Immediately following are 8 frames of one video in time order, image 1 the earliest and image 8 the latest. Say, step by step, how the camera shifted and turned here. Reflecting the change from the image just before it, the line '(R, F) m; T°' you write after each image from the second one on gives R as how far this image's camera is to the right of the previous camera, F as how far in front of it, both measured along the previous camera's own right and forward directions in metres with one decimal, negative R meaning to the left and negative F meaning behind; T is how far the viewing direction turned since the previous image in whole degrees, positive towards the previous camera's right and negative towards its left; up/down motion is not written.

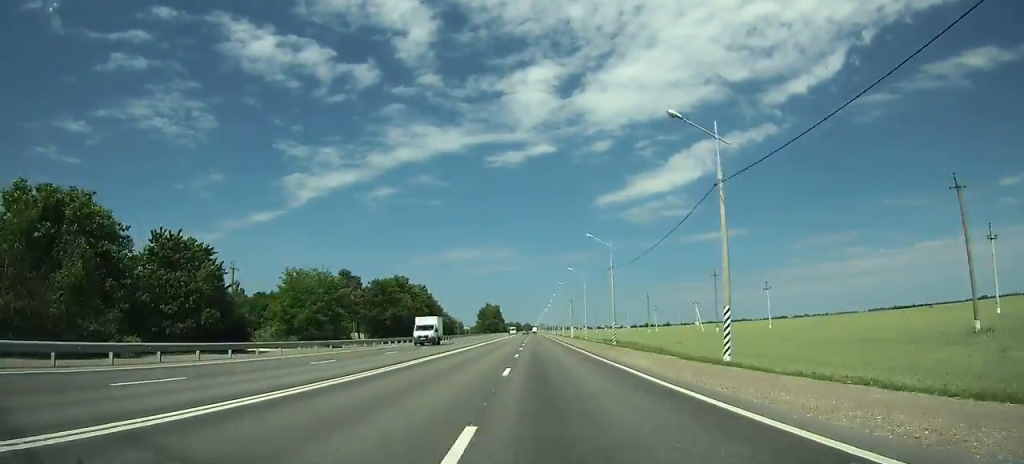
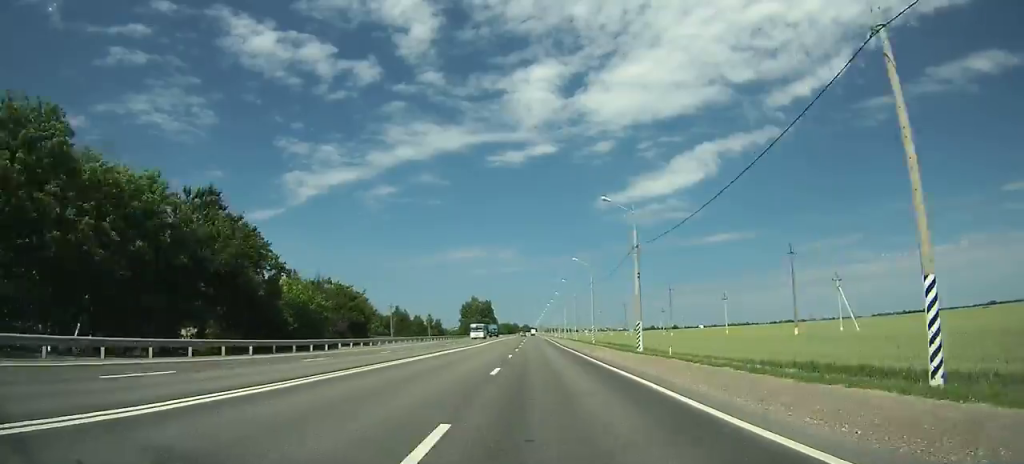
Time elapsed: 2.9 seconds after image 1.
(-0.1, +69.1) m; 0°
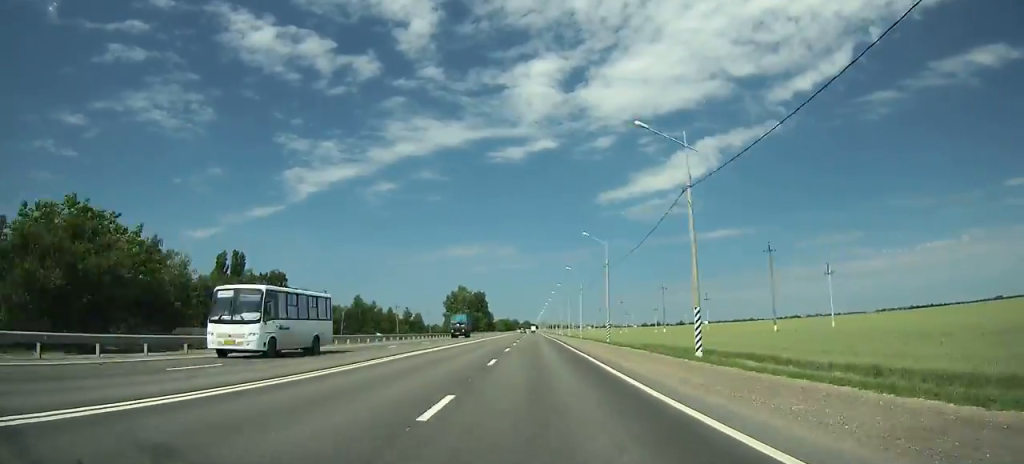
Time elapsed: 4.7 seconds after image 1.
(0.0, +44.2) m; 0°
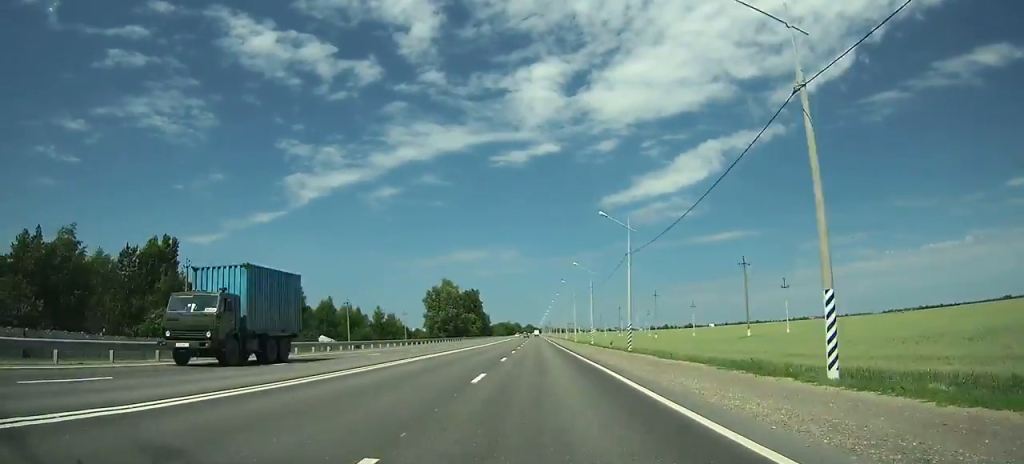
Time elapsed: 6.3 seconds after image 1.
(+0.1, +40.7) m; 0°
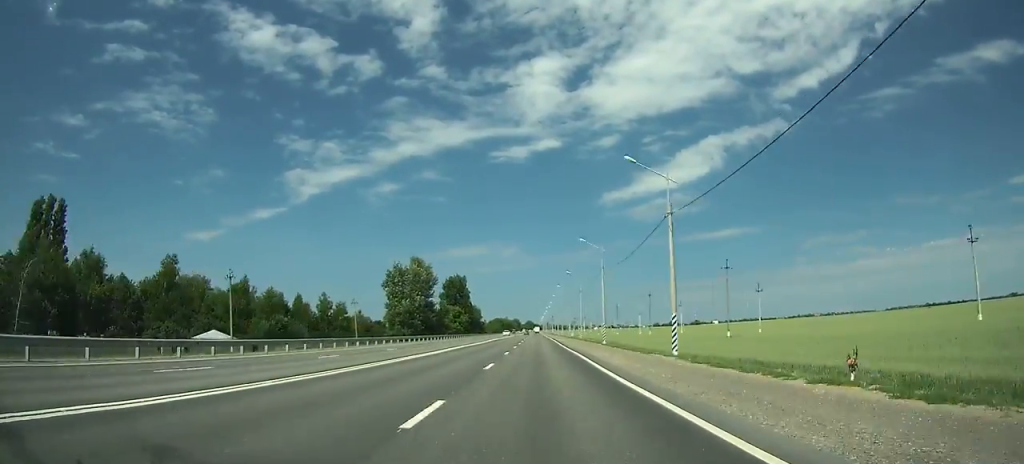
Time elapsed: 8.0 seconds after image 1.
(-0.1, +45.5) m; 0°
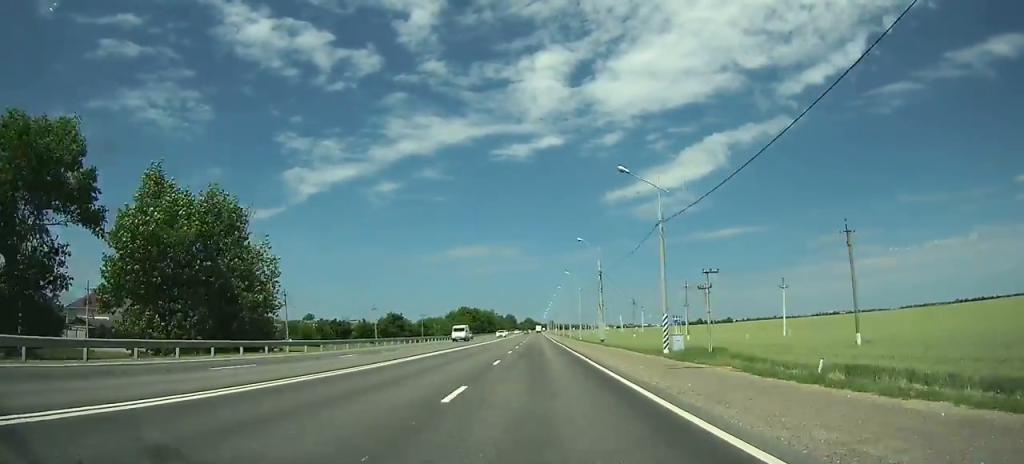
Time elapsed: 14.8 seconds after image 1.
(-1.1, +183.9) m; -1°
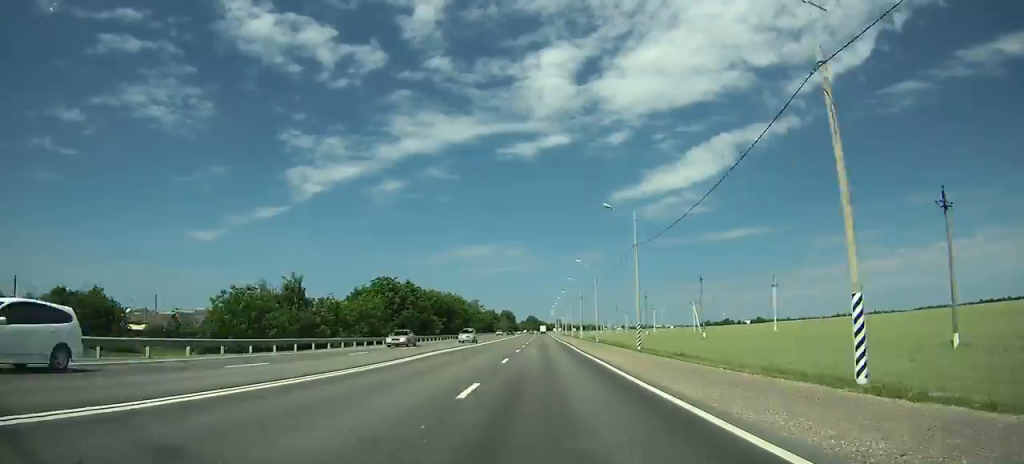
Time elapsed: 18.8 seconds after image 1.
(0.0, +102.3) m; 0°
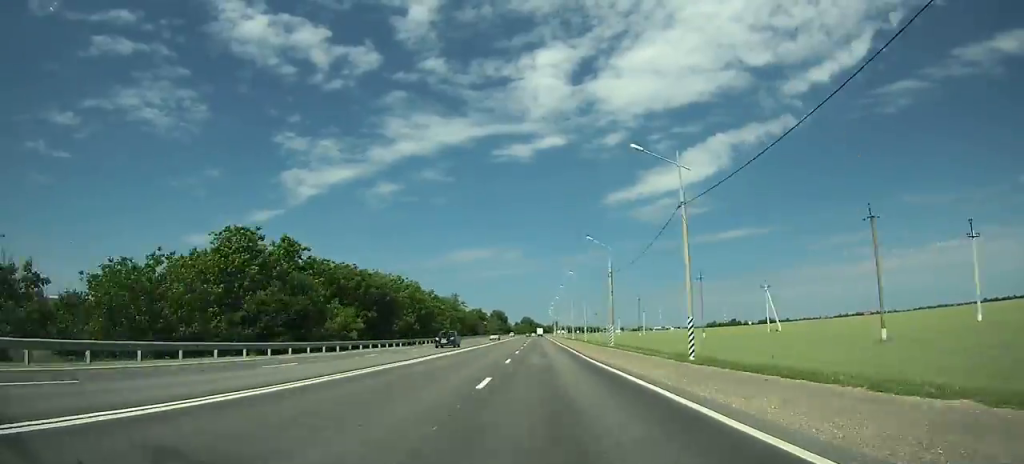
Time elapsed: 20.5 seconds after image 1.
(+0.2, +42.3) m; 0°
